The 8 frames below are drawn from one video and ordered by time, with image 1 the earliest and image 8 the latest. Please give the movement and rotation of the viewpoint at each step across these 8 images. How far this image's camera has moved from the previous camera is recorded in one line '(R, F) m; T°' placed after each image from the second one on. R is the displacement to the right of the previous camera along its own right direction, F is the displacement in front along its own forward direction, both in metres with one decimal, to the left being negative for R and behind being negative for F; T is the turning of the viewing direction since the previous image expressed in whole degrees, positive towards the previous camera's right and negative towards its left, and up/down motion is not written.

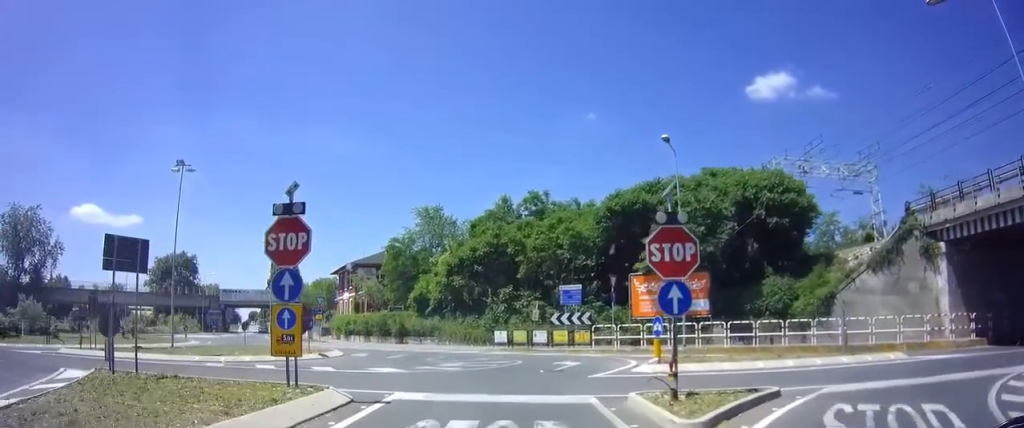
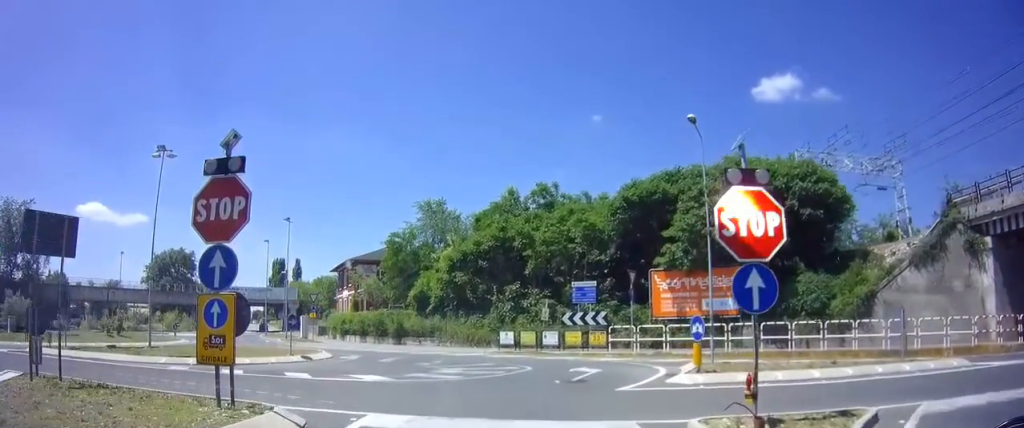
(+0.1, +2.2) m; +2°
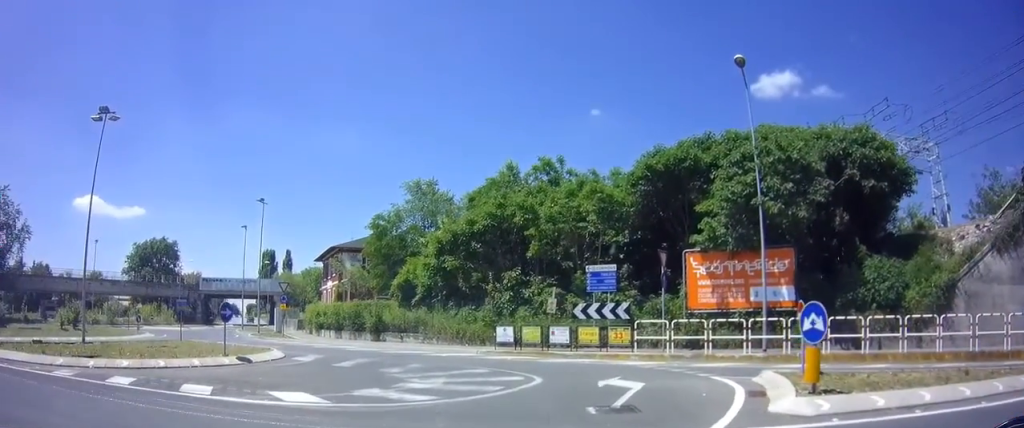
(-0.1, +3.6) m; -8°
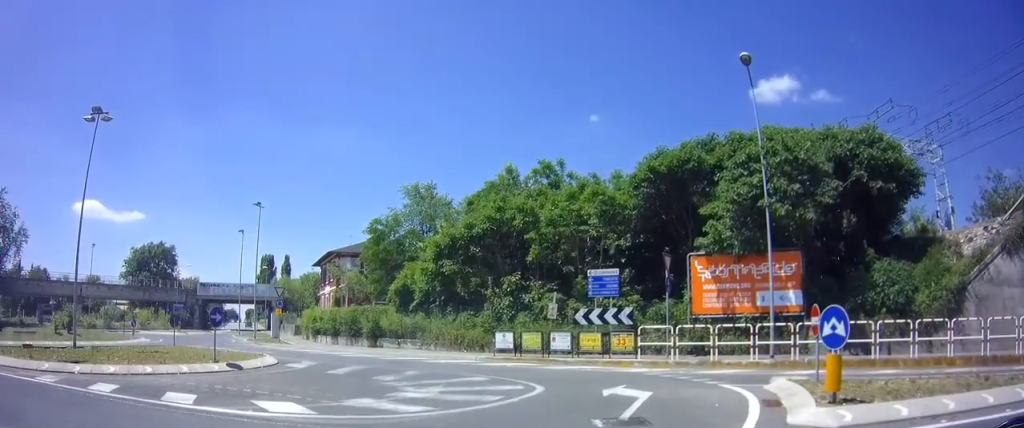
(0.0, +1.0) m; -3°
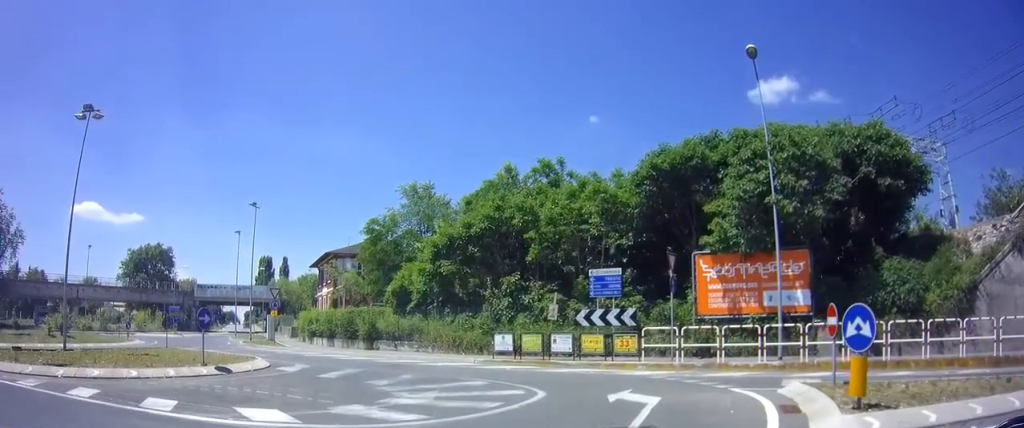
(-0.1, +1.2) m; -1°
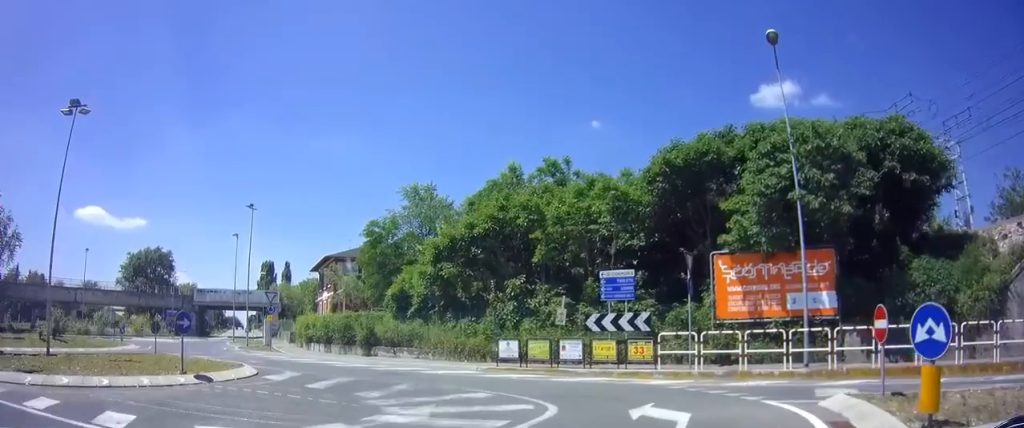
(0.0, +2.5) m; -4°
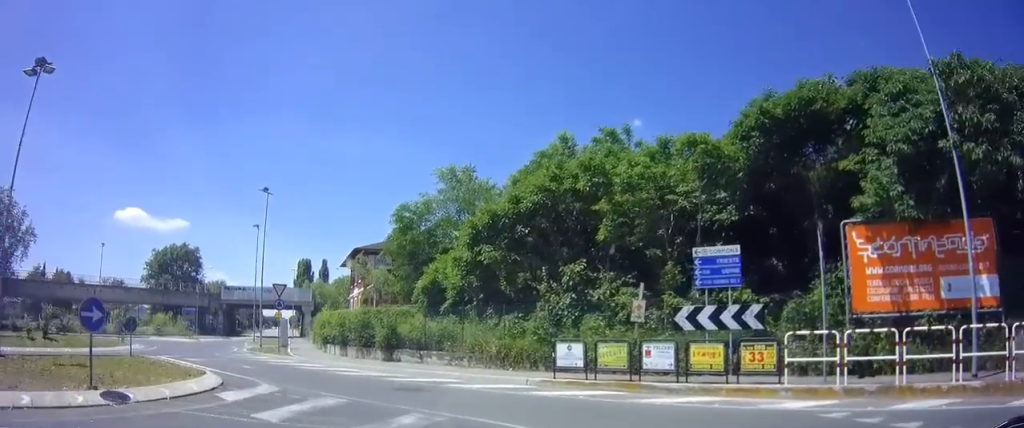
(-0.9, +6.9) m; -16°
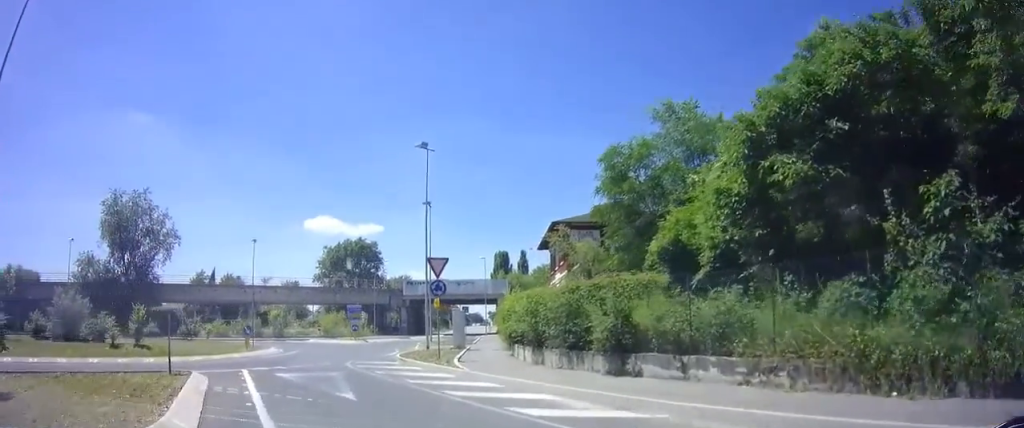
(-1.3, +9.5) m; -16°
